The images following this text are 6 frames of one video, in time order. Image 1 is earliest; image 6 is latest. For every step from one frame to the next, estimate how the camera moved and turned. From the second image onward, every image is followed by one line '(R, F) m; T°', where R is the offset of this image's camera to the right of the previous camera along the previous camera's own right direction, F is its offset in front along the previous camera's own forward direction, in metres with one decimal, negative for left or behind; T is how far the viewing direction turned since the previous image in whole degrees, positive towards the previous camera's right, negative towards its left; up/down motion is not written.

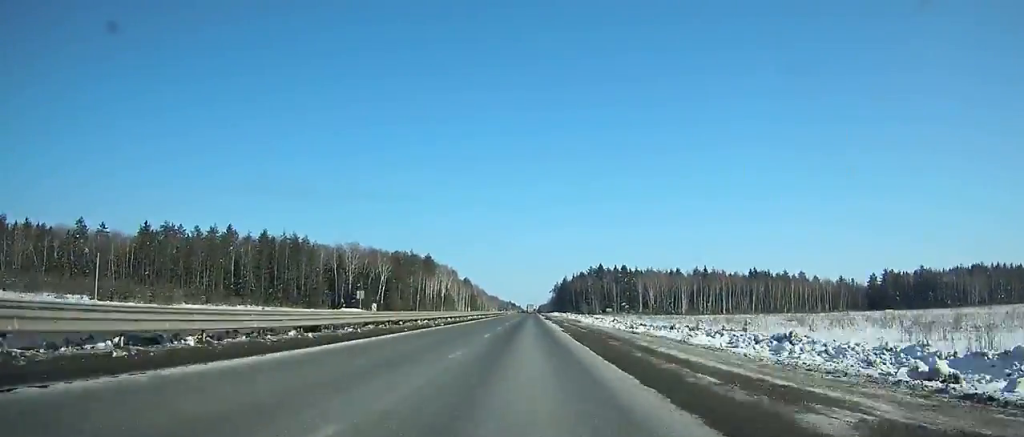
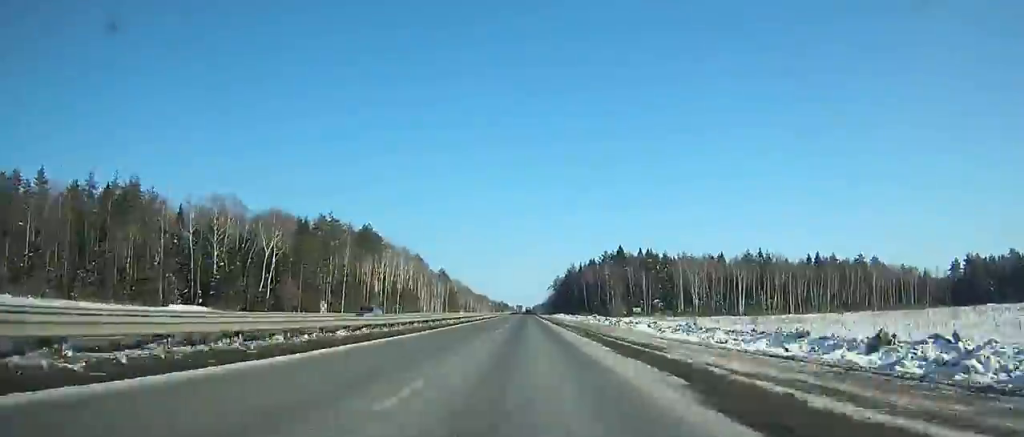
(+0.3, +93.2) m; +1°
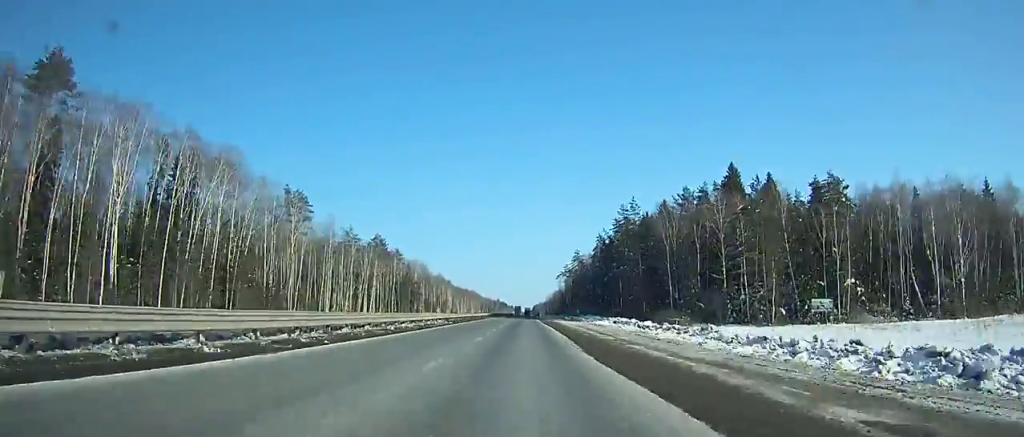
(+0.5, +141.3) m; 0°
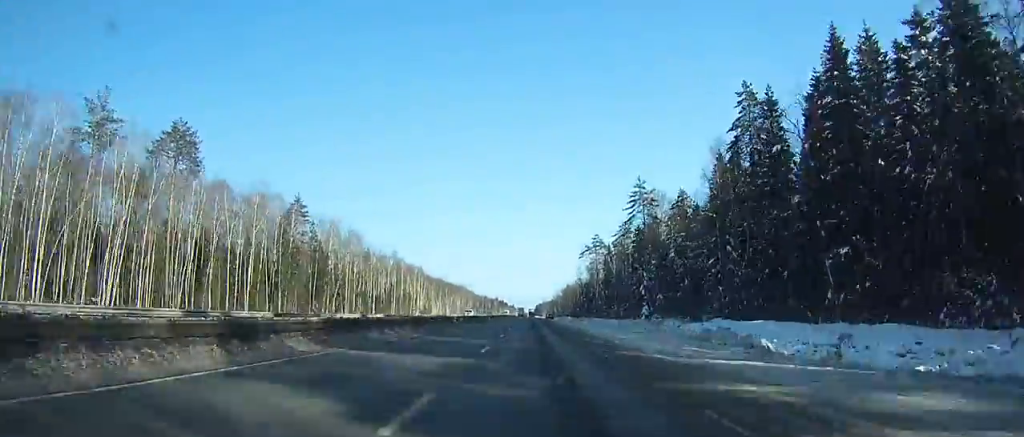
(-0.3, +114.4) m; 0°
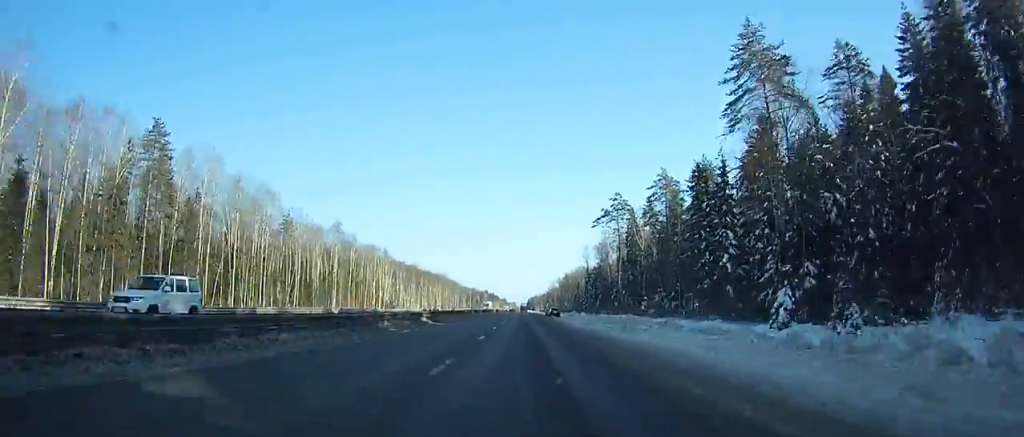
(+0.2, +54.4) m; 0°
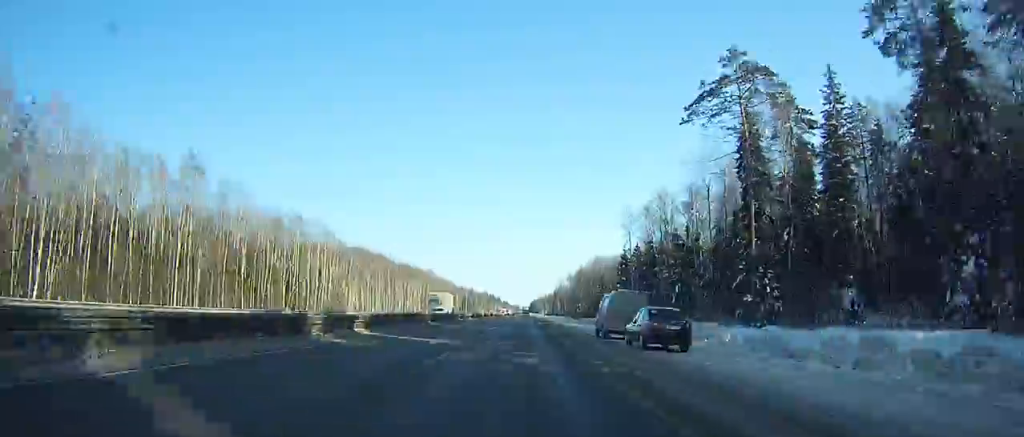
(+0.3, +71.0) m; 0°
